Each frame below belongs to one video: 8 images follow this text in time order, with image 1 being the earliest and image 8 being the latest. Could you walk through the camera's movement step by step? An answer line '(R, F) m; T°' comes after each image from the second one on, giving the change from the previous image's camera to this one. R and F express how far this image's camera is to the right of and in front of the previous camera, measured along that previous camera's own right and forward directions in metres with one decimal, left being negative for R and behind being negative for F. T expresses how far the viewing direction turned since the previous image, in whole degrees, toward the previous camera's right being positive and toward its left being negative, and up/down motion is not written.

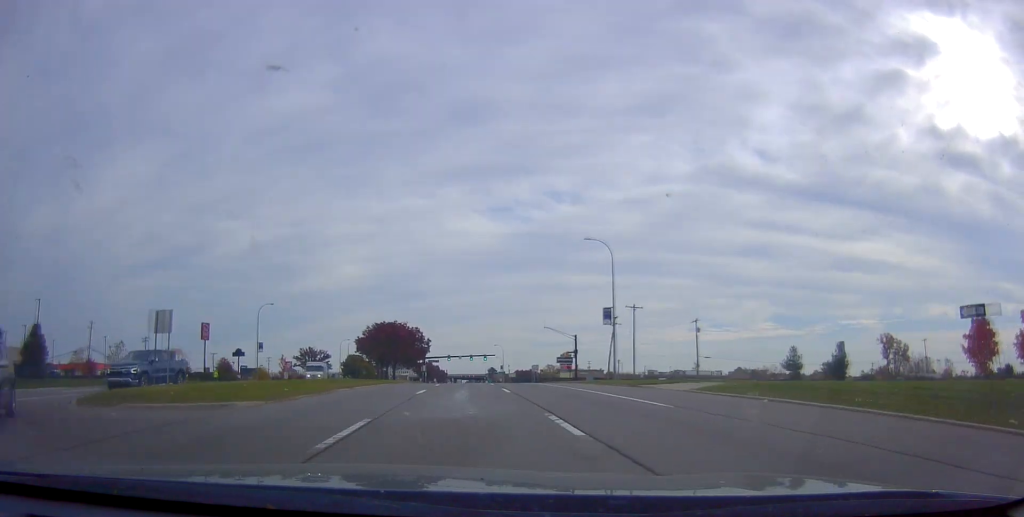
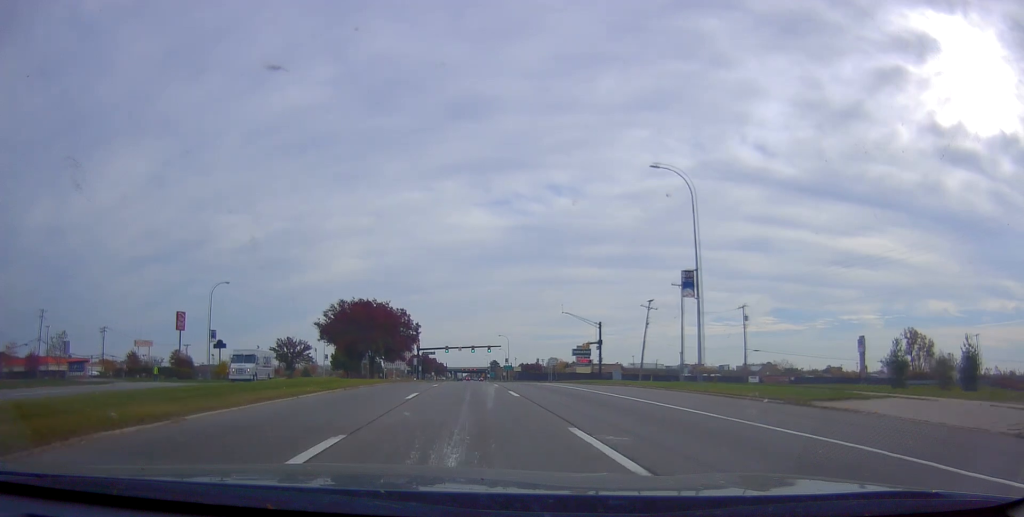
(+0.5, +18.6) m; 0°
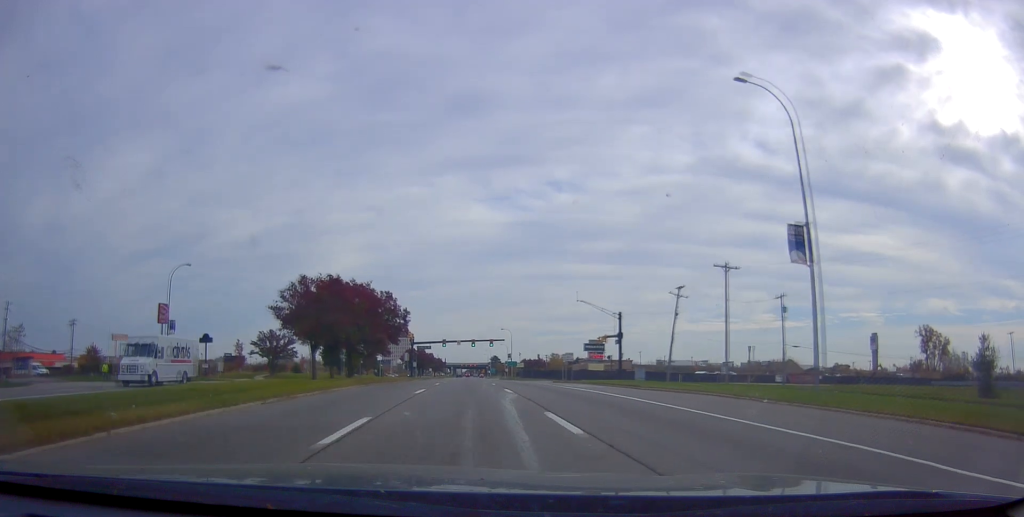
(-0.3, +11.6) m; 0°
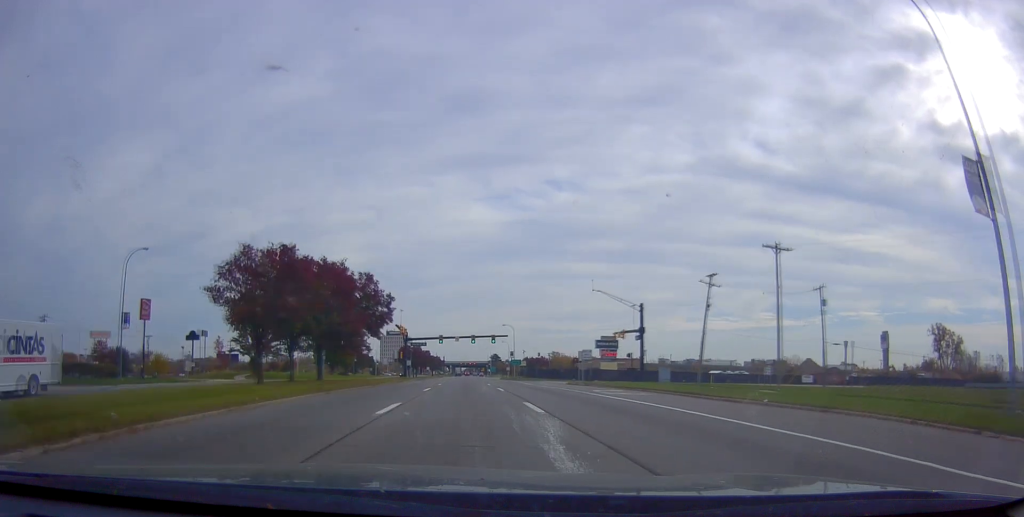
(-0.1, +9.9) m; 0°
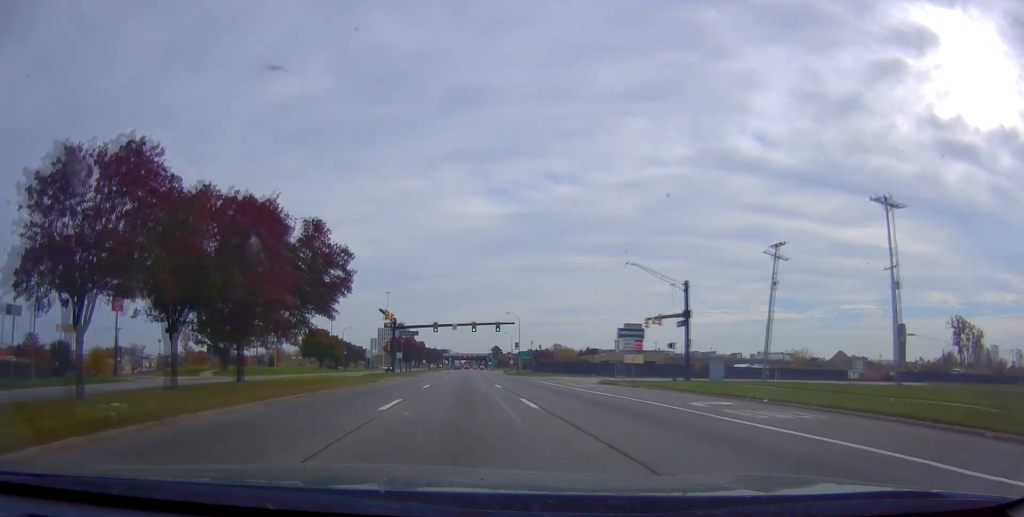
(+0.4, +14.3) m; 0°
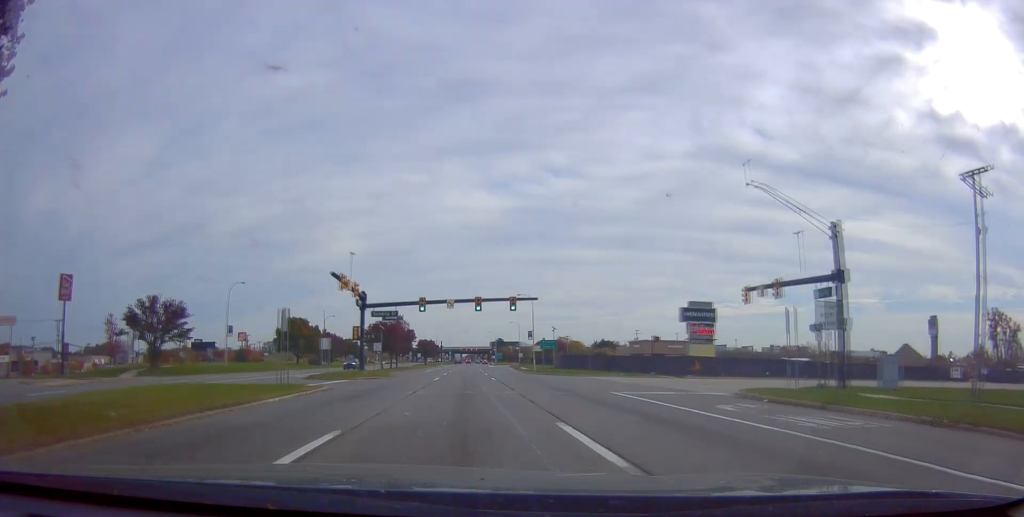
(-0.8, +23.3) m; -2°
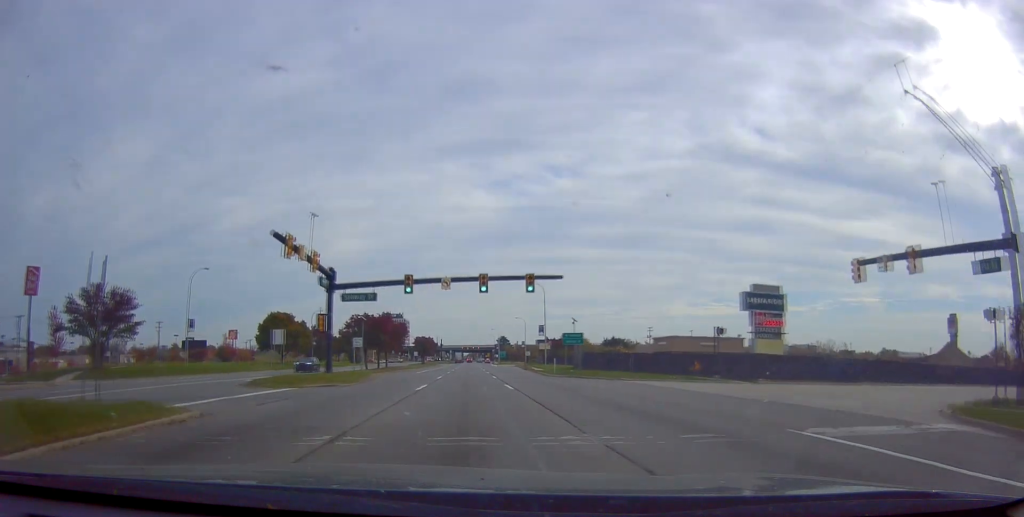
(0.0, +13.3) m; +1°
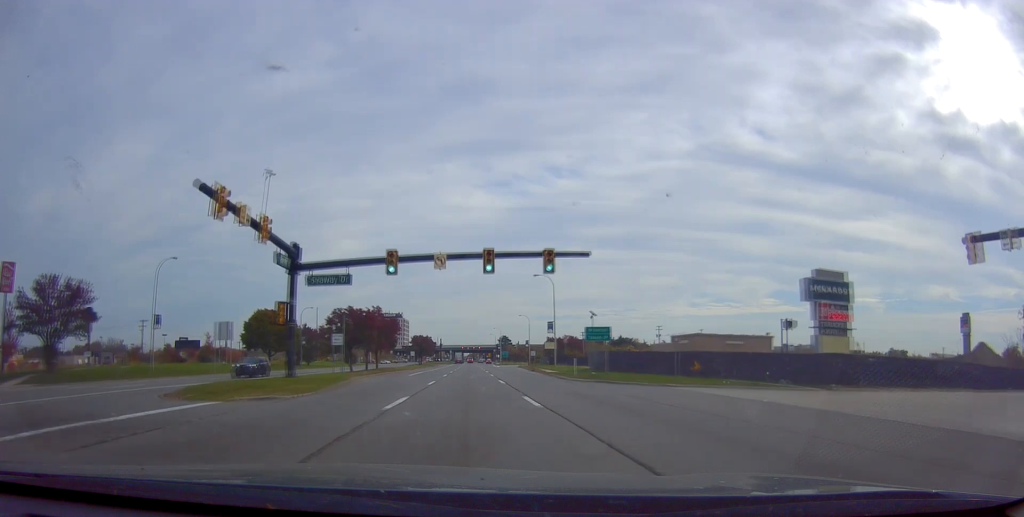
(-0.1, +9.1) m; +1°
